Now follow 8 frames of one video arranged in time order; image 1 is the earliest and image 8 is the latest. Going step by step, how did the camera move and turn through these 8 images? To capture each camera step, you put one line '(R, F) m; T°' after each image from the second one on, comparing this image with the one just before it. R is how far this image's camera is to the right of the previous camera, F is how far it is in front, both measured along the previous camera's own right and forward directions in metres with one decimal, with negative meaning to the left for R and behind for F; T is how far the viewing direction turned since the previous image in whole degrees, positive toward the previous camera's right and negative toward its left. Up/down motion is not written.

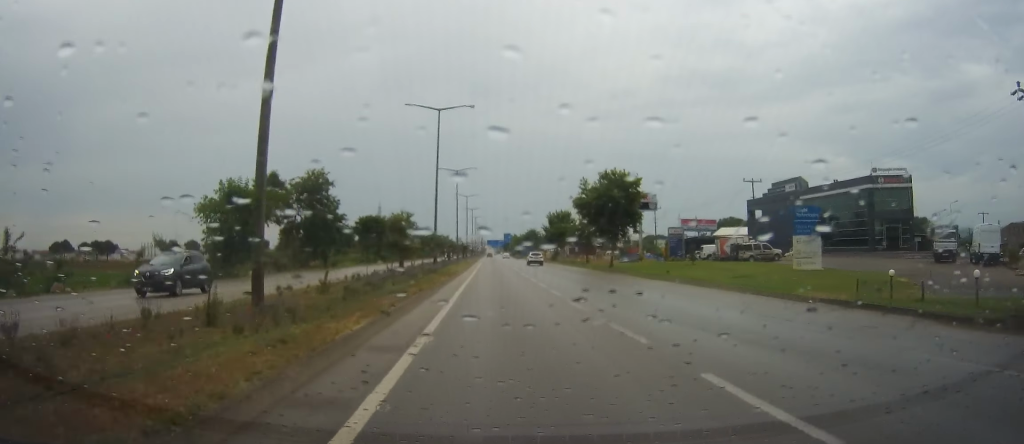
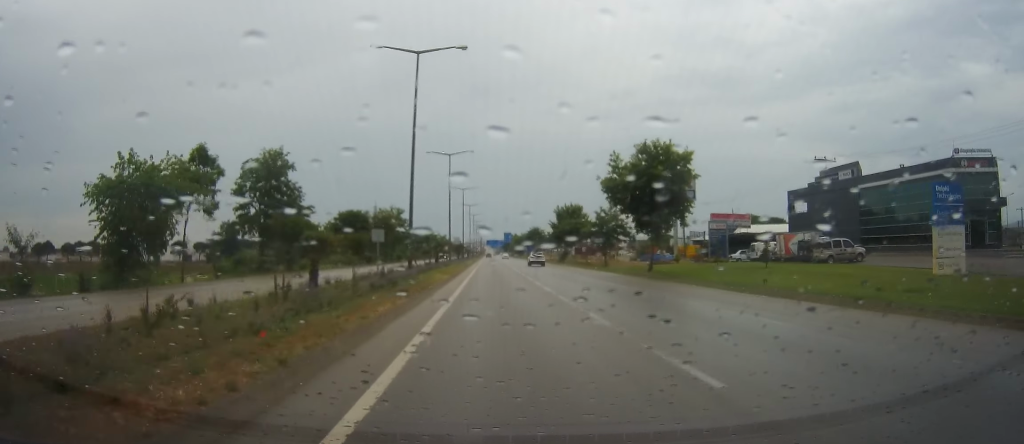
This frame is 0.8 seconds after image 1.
(+0.2, +15.6) m; 0°
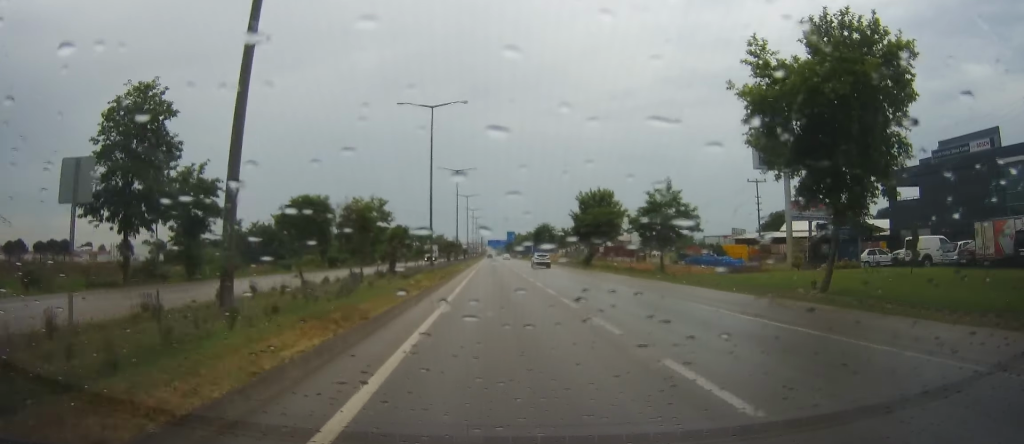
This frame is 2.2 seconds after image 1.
(-0.3, +24.9) m; -2°
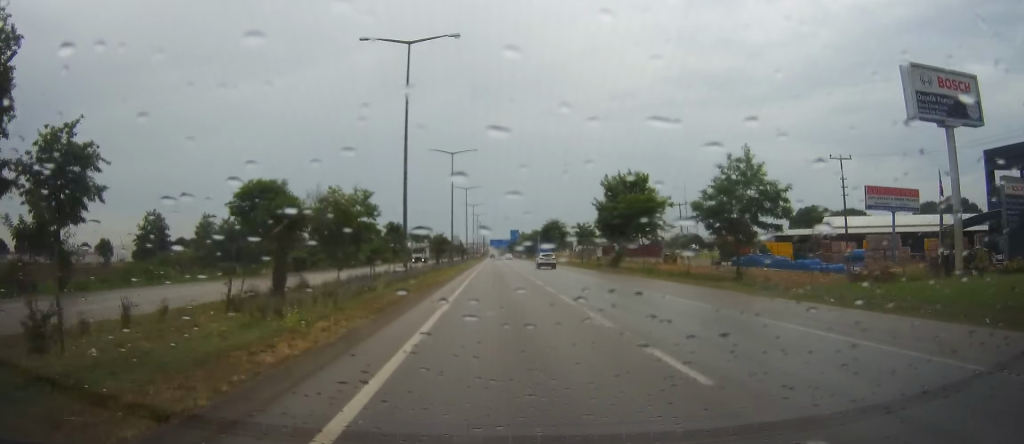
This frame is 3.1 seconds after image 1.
(-0.2, +16.6) m; +1°
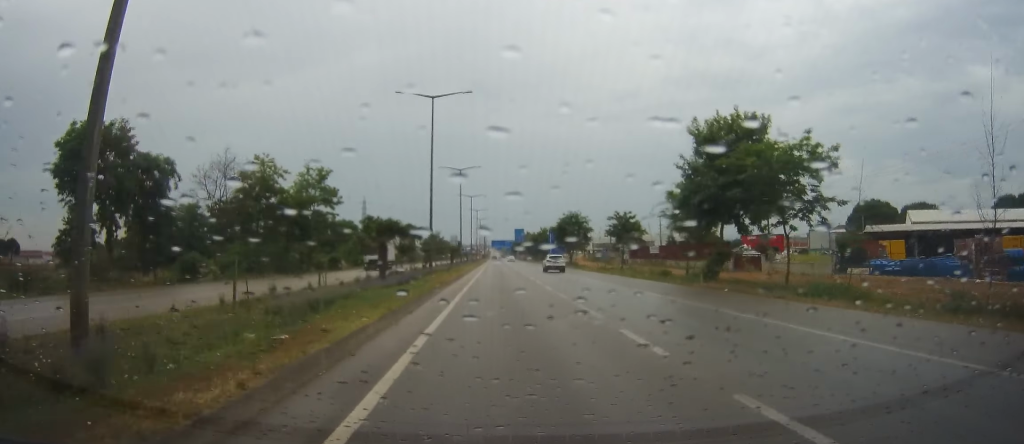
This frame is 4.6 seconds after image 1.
(+0.5, +27.7) m; +1°
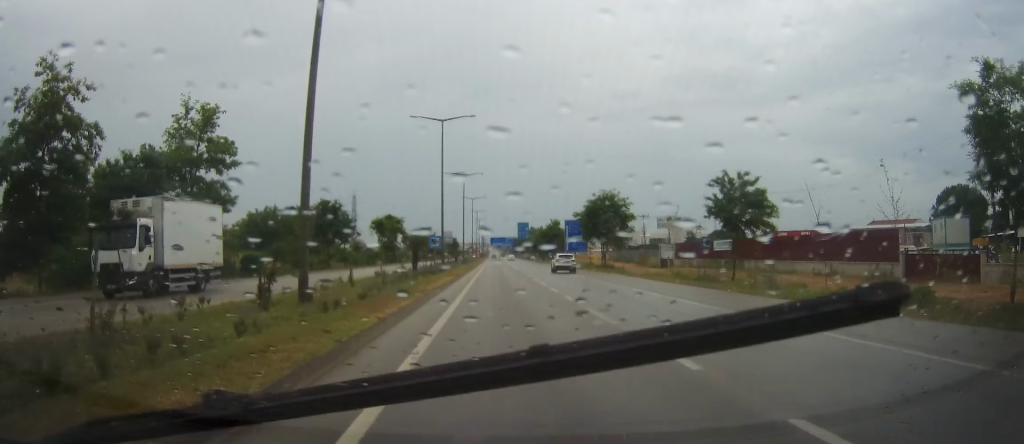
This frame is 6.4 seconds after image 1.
(+0.1, +31.2) m; +1°
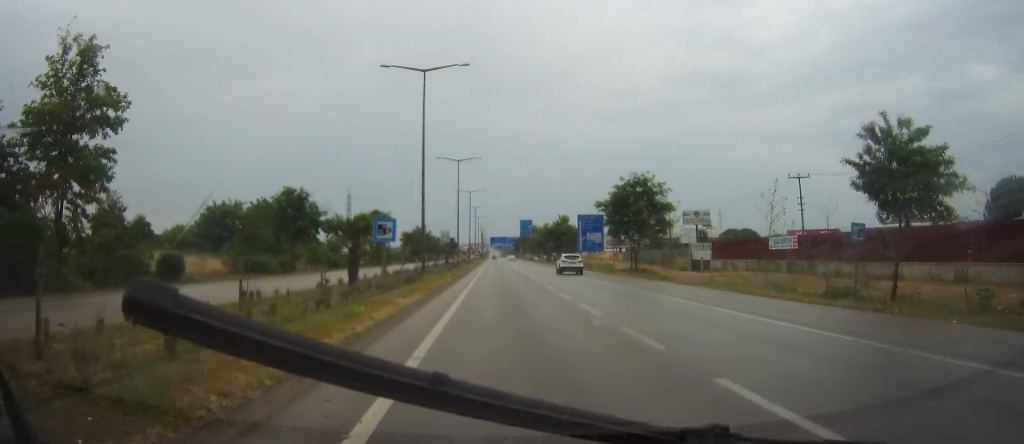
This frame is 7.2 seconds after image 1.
(0.0, +15.1) m; -1°
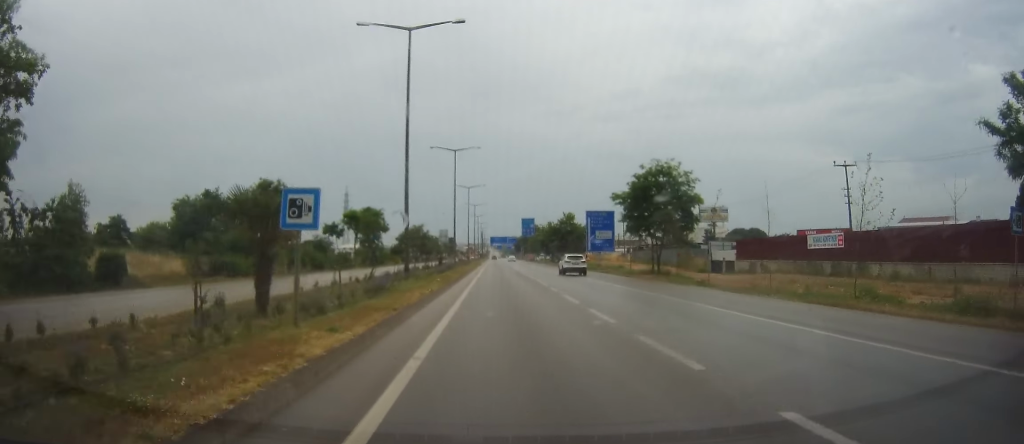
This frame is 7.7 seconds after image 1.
(-0.1, +7.8) m; -1°
